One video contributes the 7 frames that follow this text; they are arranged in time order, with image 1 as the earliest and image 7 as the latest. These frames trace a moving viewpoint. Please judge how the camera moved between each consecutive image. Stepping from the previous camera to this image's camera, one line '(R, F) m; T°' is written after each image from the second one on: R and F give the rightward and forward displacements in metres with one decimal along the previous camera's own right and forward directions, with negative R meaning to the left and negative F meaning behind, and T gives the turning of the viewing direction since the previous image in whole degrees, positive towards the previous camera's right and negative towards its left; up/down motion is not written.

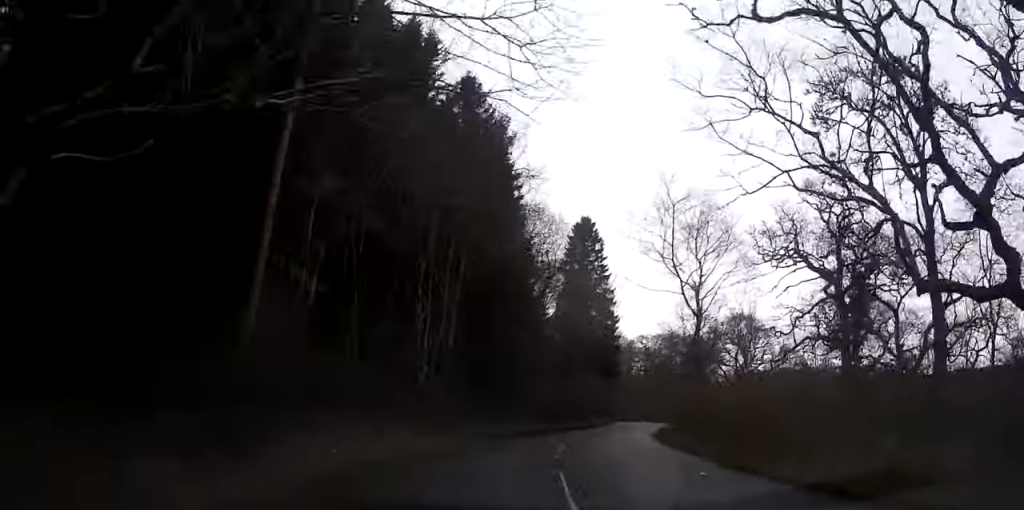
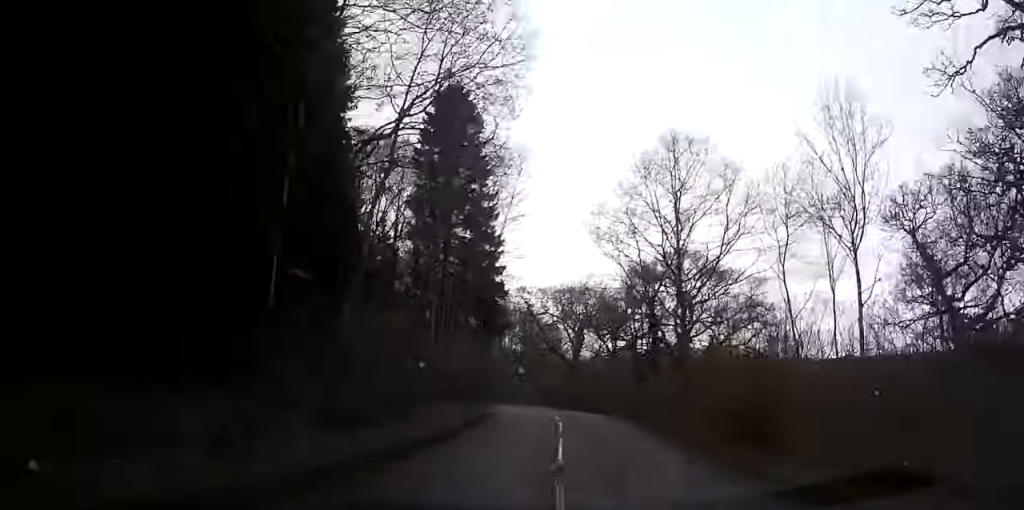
(+0.9, +31.4) m; +4°
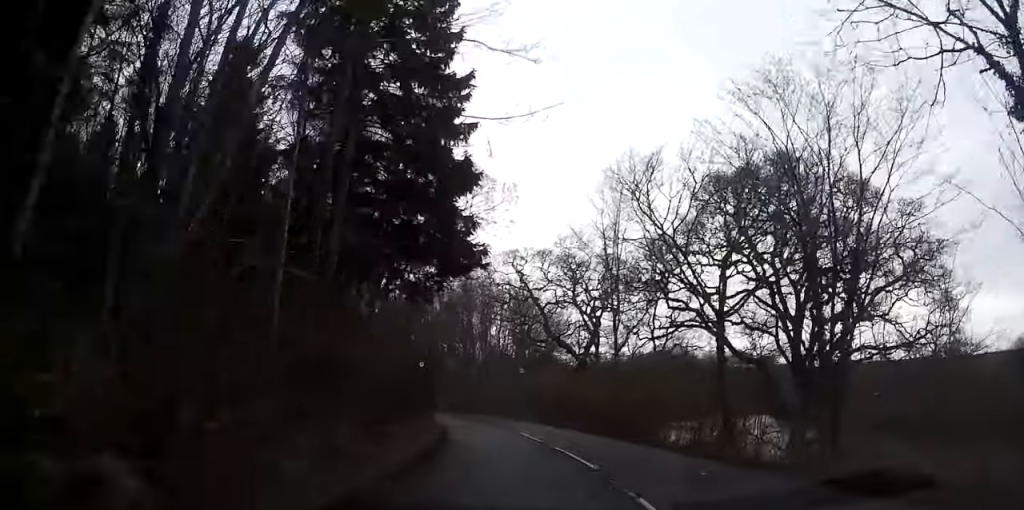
(+0.8, +27.0) m; +2°
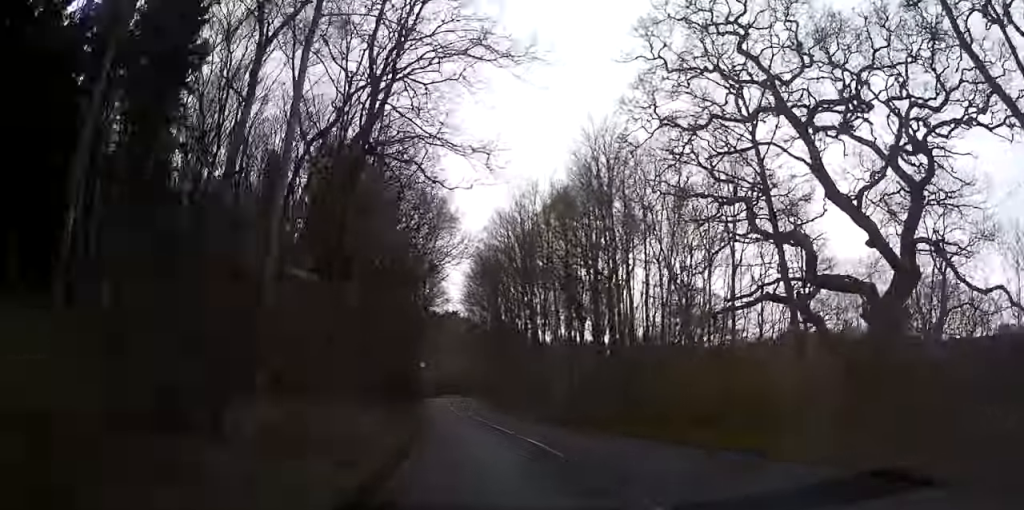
(-1.0, +42.2) m; -5°
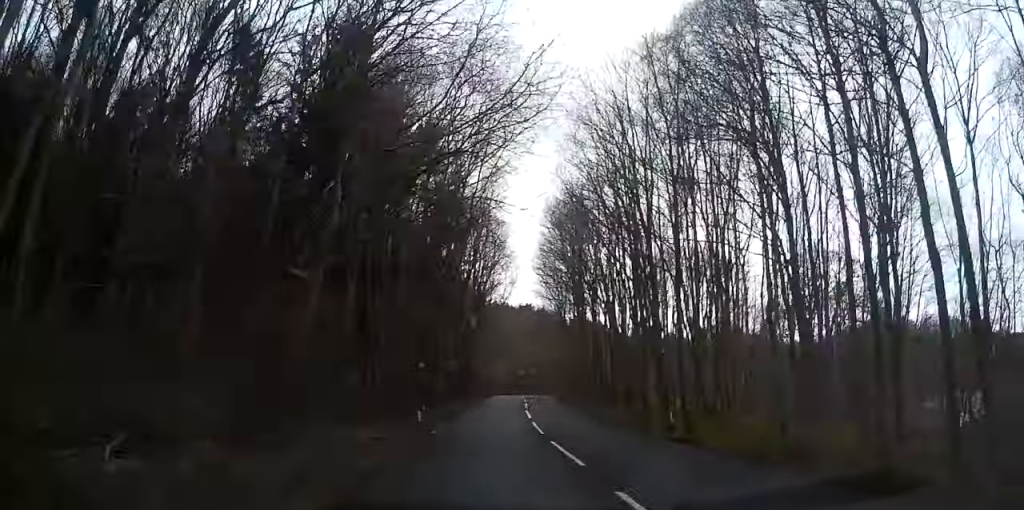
(-1.1, +21.0) m; -4°
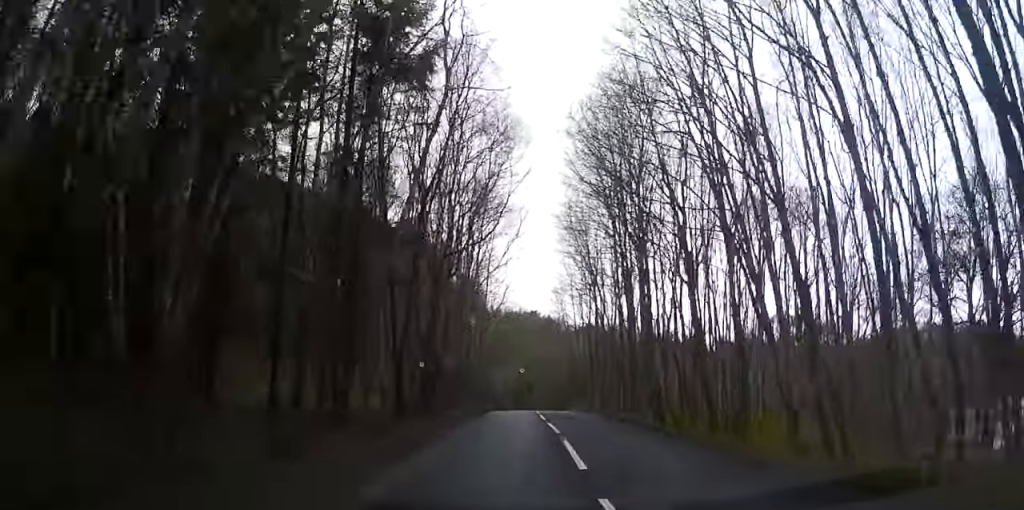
(-1.0, +27.2) m; -3°
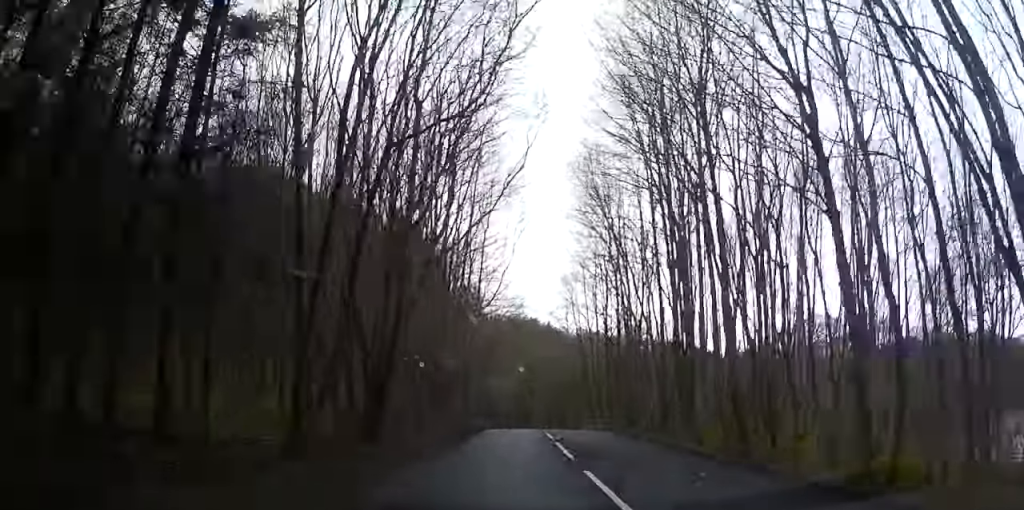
(-0.1, +12.5) m; 0°
